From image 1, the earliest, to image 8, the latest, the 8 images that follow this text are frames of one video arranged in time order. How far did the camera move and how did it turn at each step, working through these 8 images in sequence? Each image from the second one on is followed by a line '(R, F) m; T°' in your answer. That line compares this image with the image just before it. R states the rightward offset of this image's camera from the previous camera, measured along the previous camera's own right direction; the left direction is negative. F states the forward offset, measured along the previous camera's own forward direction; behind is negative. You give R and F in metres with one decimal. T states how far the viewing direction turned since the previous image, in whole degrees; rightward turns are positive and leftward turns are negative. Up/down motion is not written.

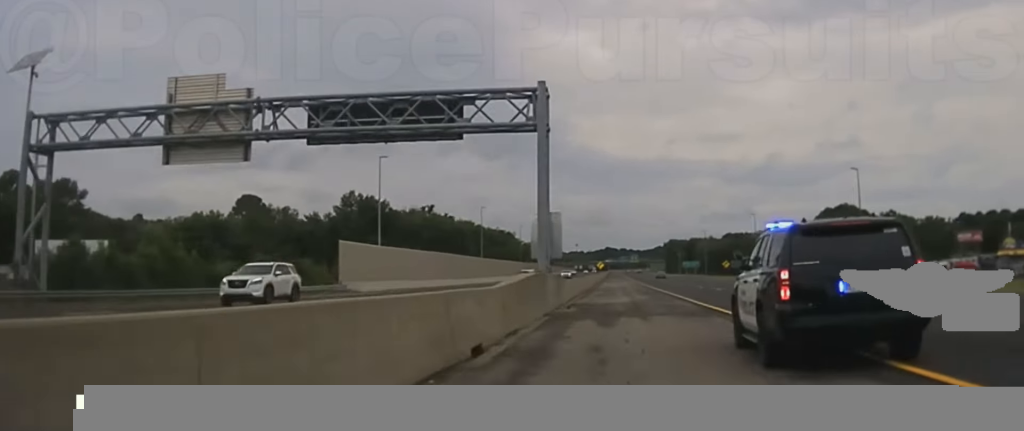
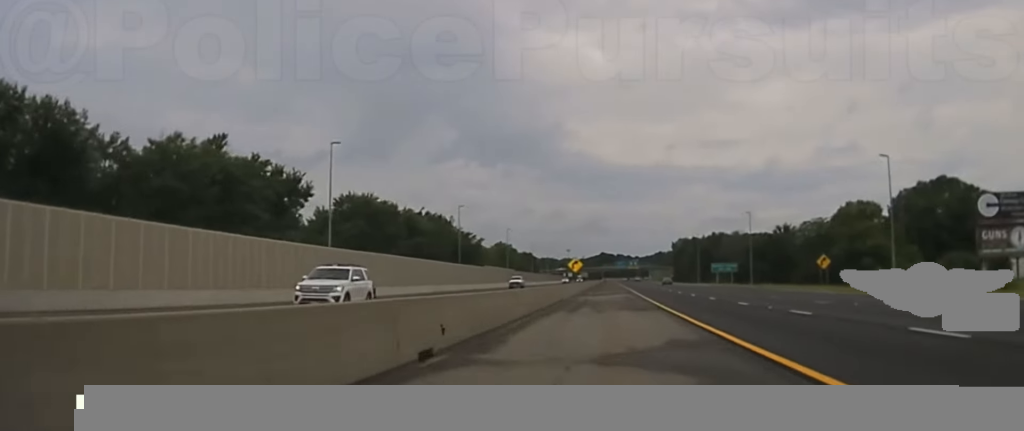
(+0.5, +97.3) m; +1°
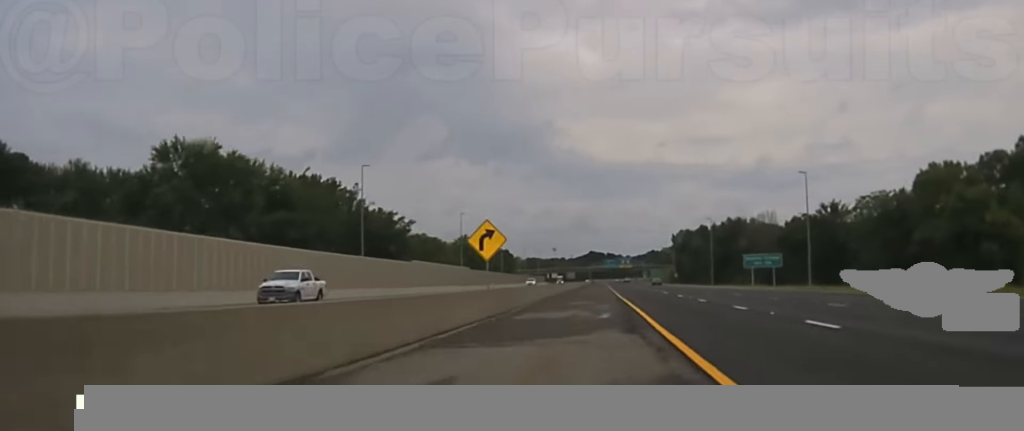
(+0.1, +58.5) m; 0°
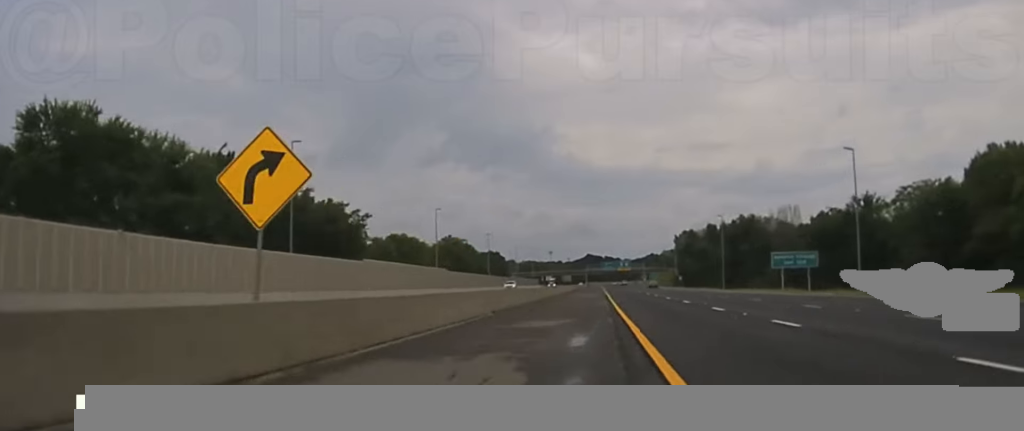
(0.0, +25.6) m; 0°
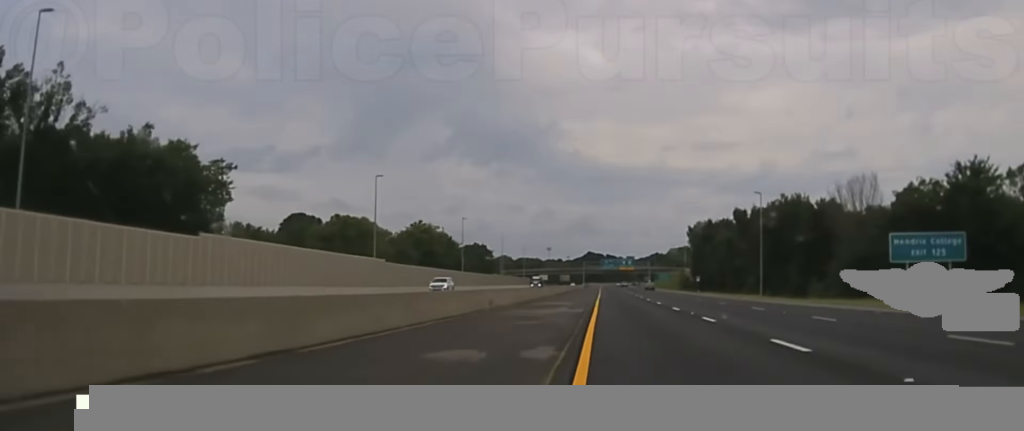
(0.0, +43.6) m; 0°
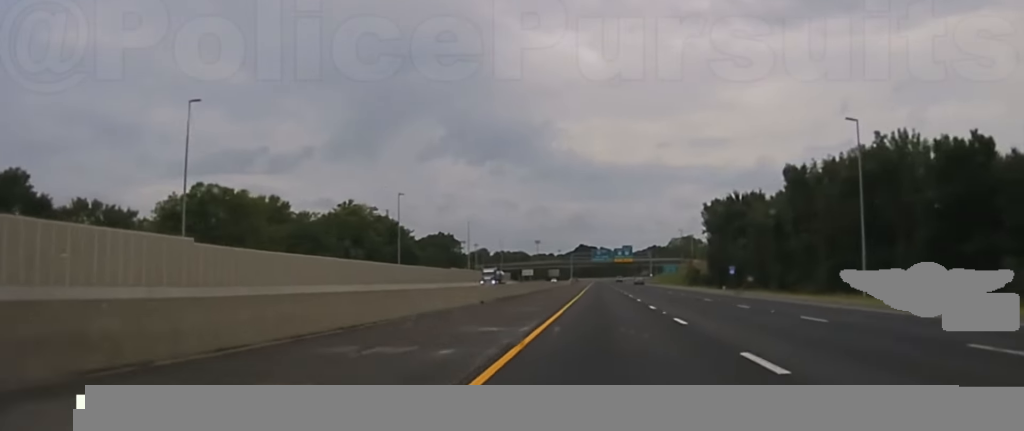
(0.0, +53.6) m; 0°
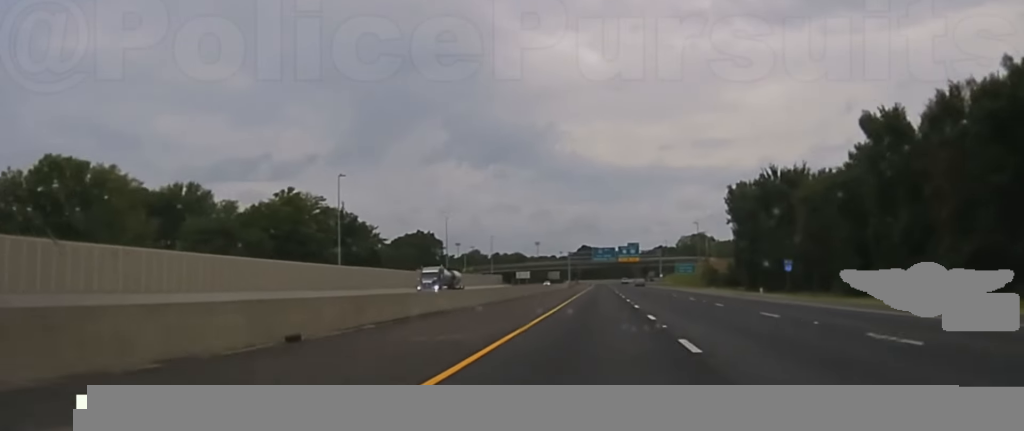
(+0.1, +30.2) m; 0°
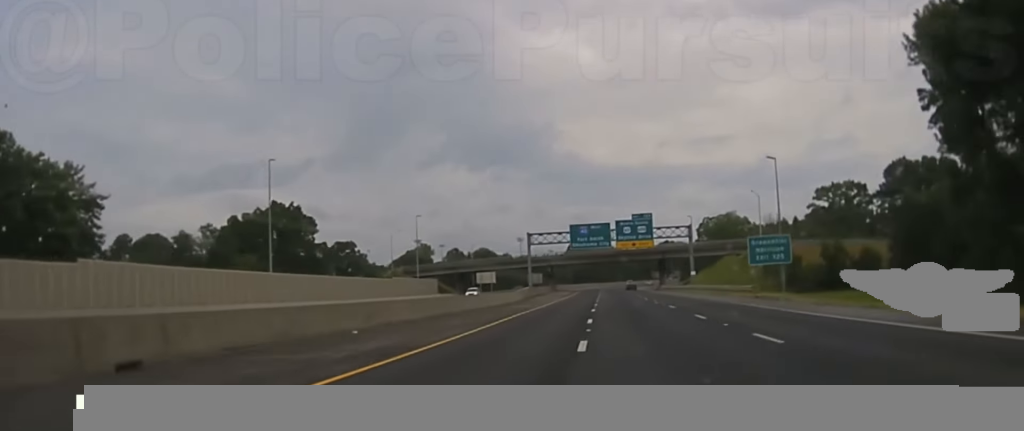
(+0.3, +84.8) m; 0°
